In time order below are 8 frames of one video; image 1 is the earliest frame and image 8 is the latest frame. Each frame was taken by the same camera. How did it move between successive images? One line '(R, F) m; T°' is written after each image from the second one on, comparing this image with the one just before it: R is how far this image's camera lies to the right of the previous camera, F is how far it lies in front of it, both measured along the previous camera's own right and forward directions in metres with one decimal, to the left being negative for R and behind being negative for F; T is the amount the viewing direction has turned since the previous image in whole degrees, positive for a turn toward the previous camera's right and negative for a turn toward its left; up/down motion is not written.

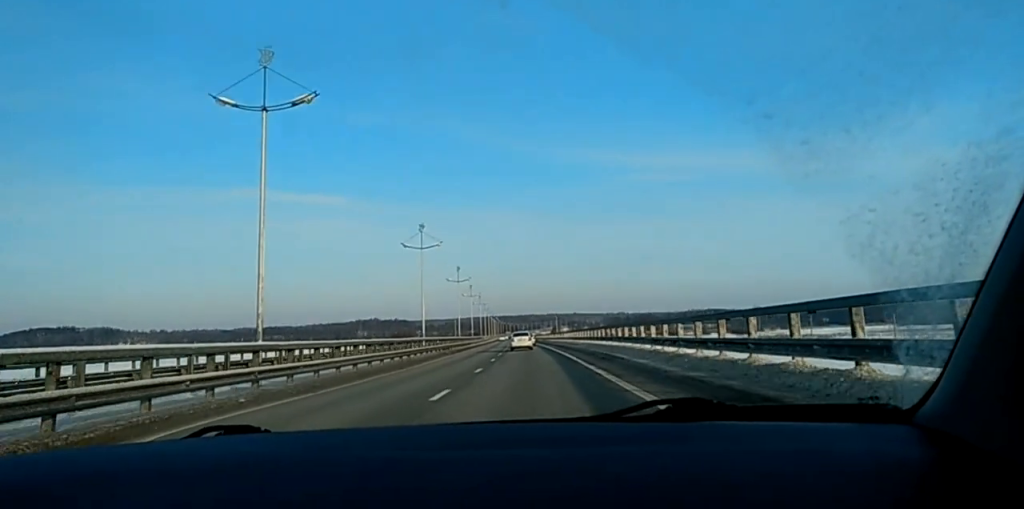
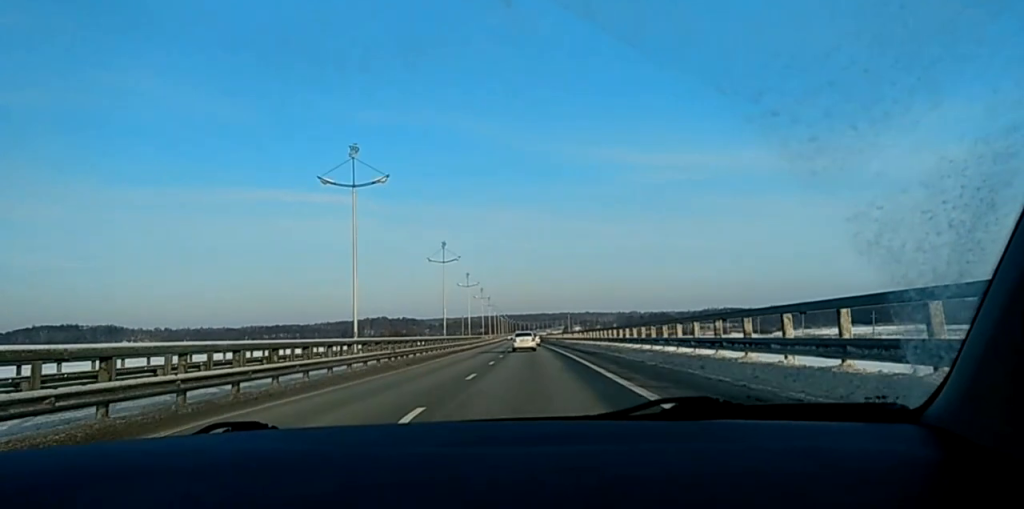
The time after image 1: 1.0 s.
(0.0, +28.8) m; -1°
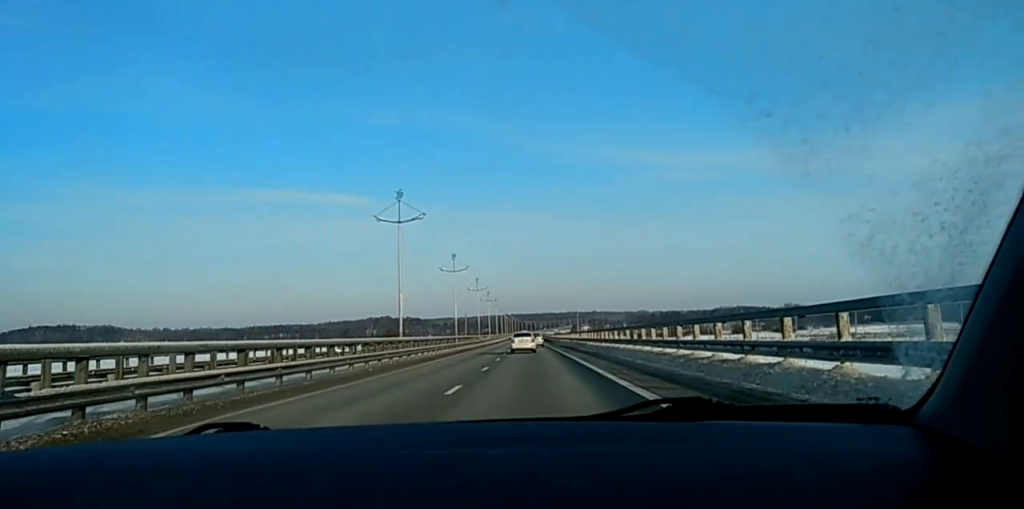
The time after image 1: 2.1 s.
(-0.5, +29.6) m; -2°
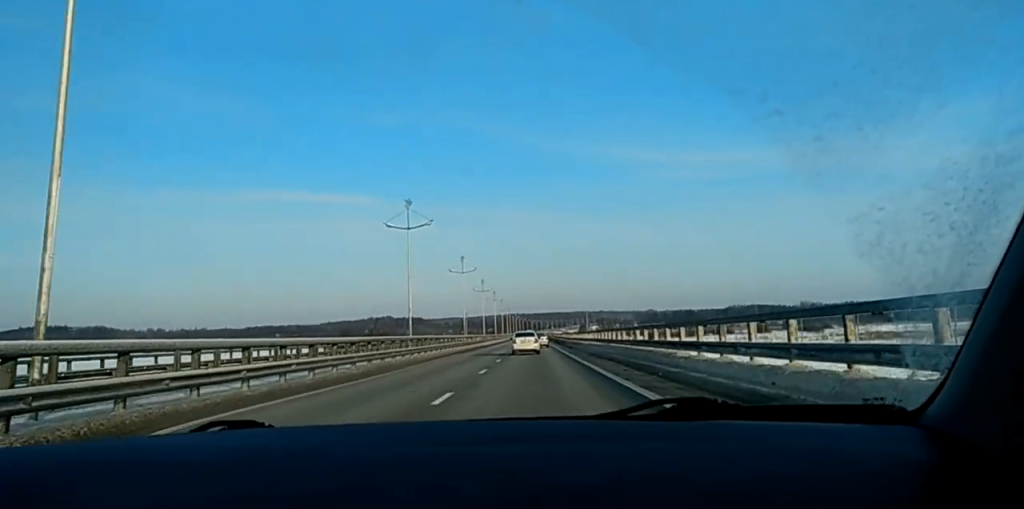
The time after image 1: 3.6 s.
(-0.5, +39.4) m; -1°
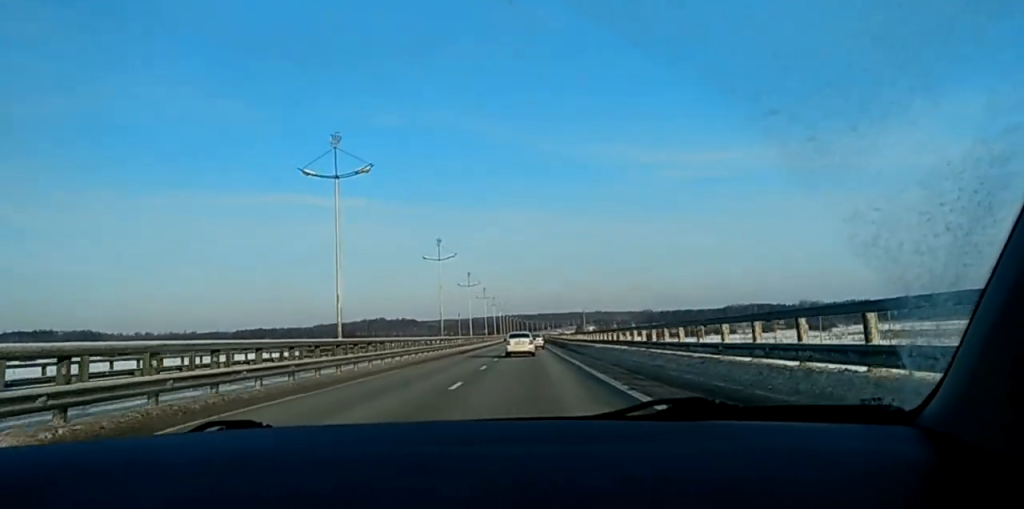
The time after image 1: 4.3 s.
(-0.2, +19.7) m; 0°
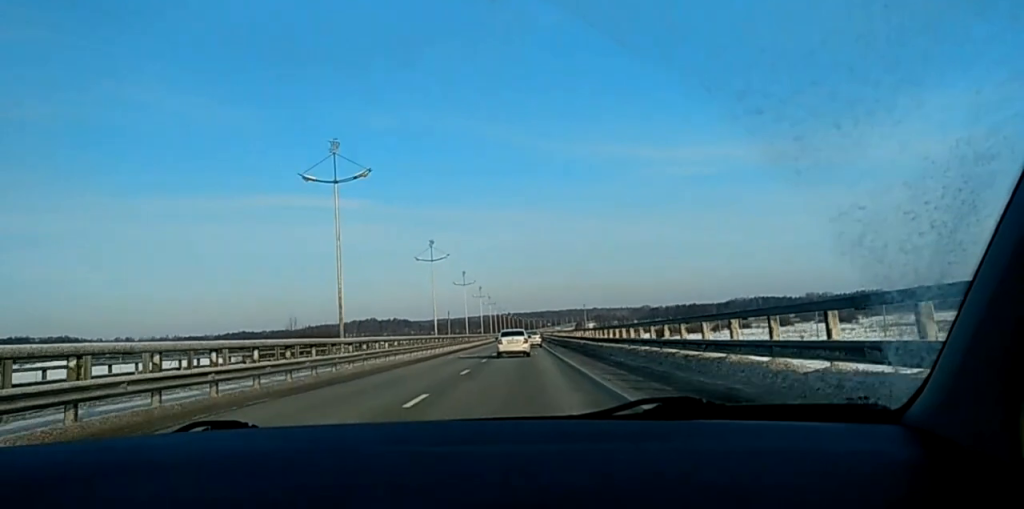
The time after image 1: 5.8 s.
(+0.3, +41.4) m; +1°
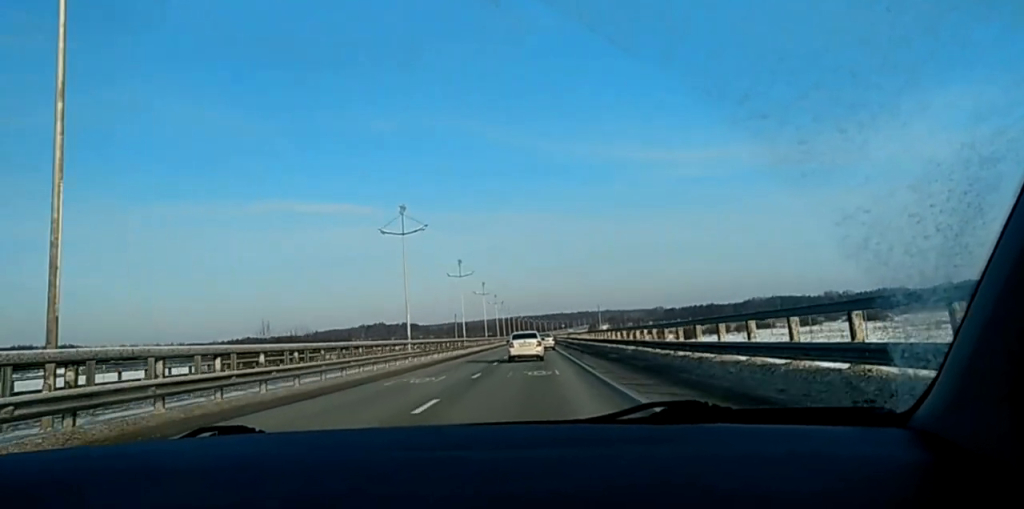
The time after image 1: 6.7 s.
(0.0, +24.8) m; 0°
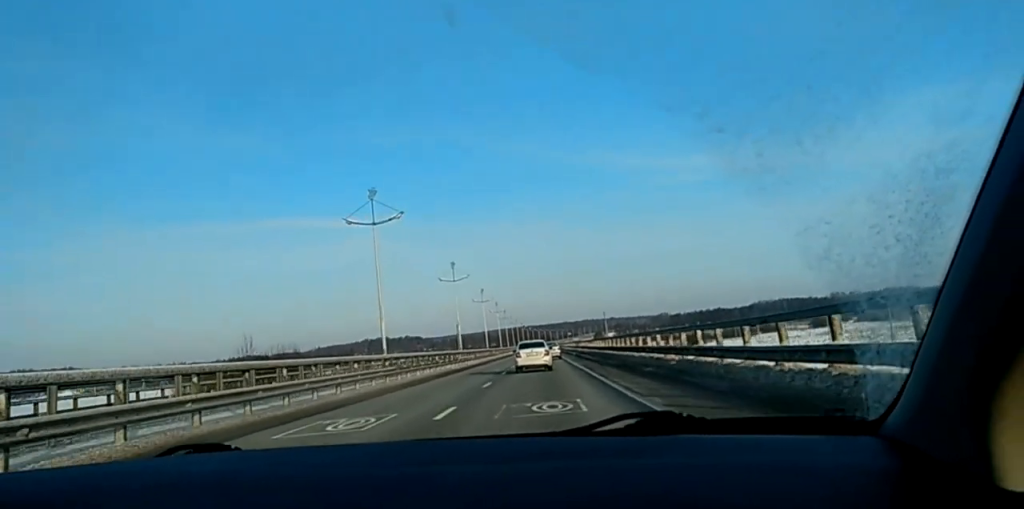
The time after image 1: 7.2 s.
(-0.1, +11.8) m; 0°
